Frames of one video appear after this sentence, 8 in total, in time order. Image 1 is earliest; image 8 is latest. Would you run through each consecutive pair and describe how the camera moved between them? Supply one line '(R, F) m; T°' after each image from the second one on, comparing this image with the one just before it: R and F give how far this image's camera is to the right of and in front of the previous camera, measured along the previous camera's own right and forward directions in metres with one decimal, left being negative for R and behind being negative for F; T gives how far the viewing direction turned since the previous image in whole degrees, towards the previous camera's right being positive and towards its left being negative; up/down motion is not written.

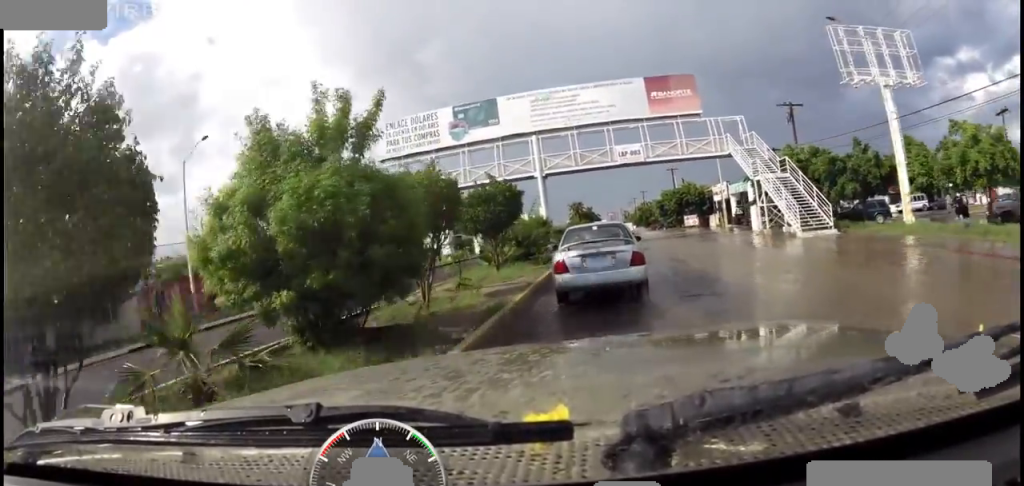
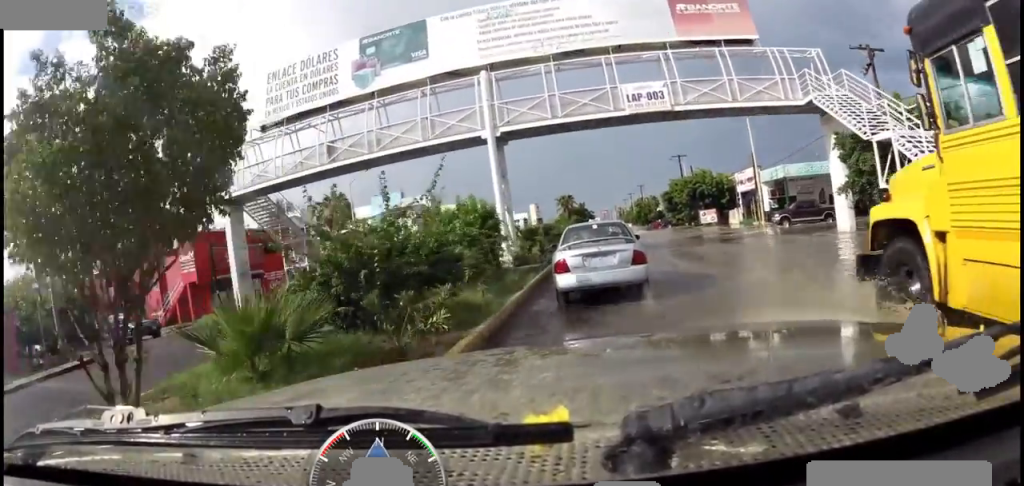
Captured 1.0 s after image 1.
(-0.2, +15.7) m; -3°
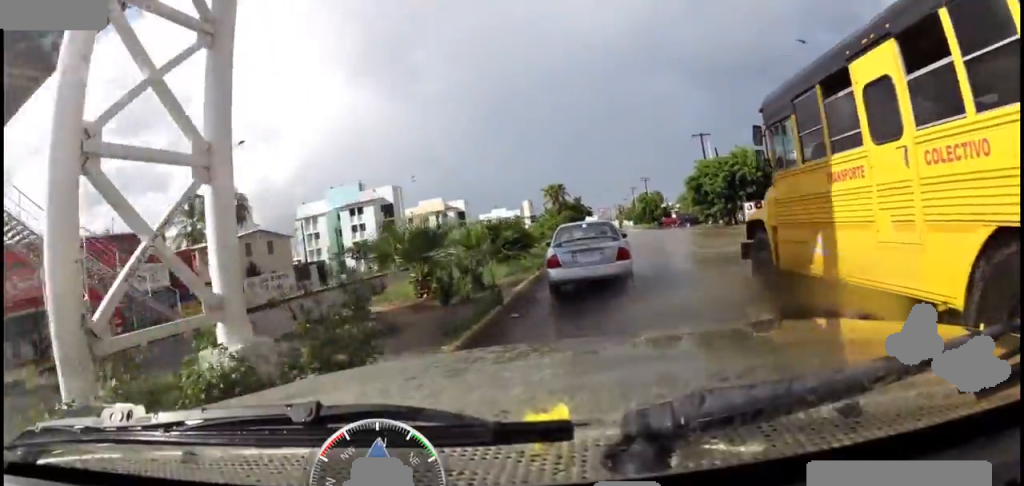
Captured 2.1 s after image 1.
(-0.8, +19.8) m; +2°
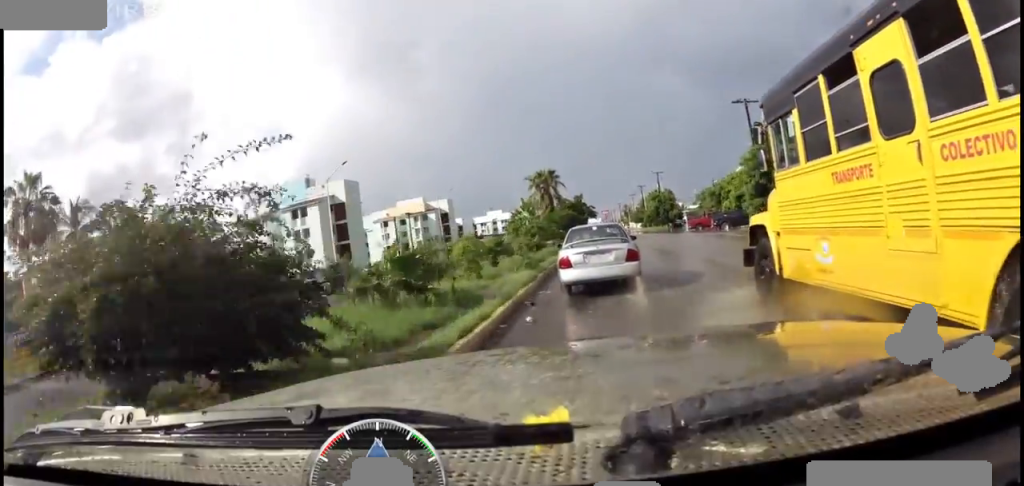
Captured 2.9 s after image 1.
(+1.2, +17.1) m; +1°
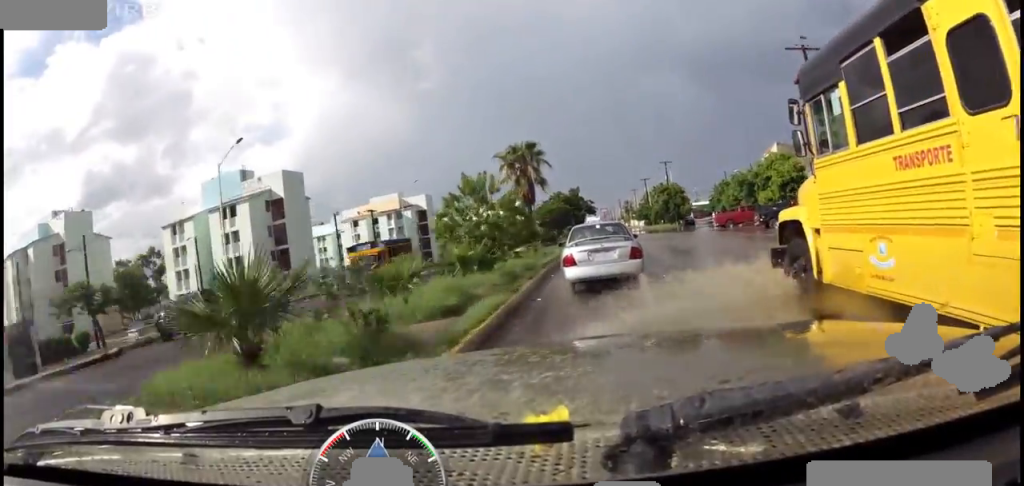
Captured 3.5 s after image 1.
(+0.6, +12.7) m; -1°
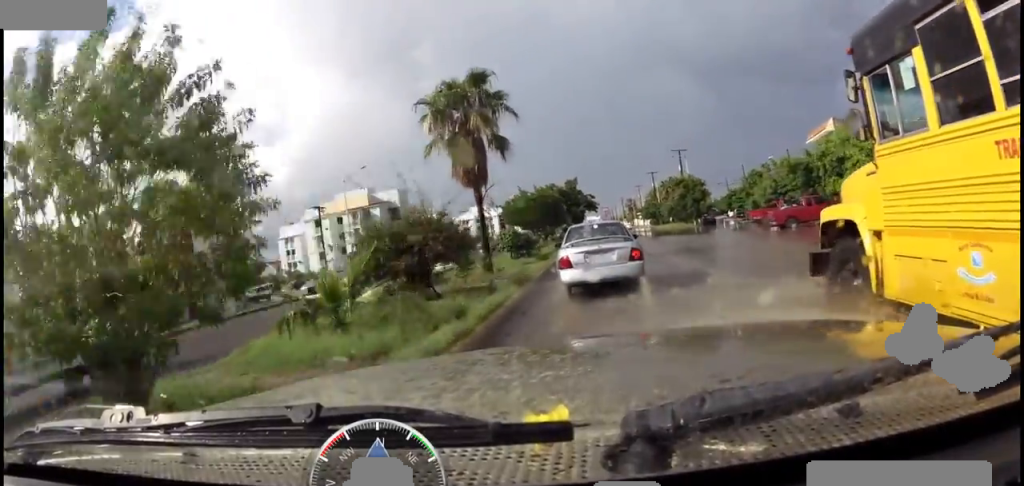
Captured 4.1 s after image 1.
(-1.4, +13.3) m; -2°
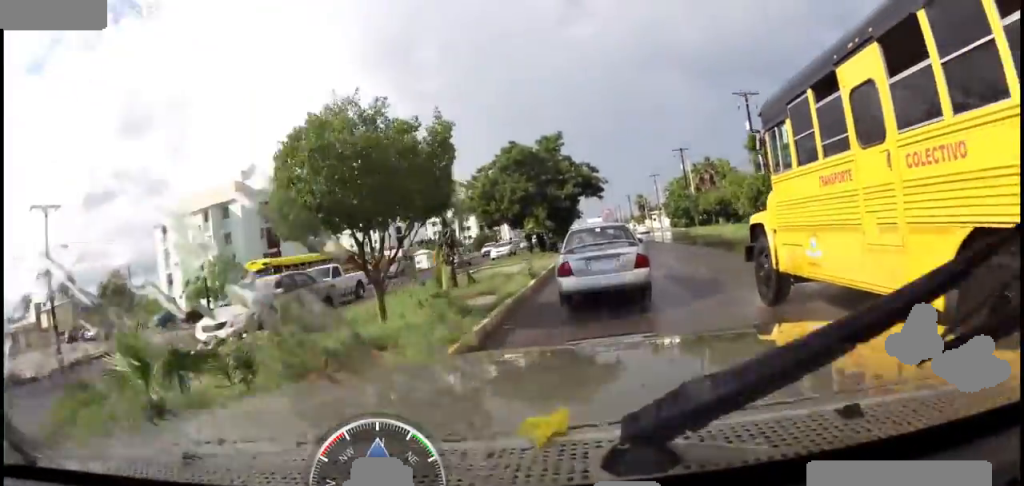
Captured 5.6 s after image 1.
(0.0, +39.2) m; -1°
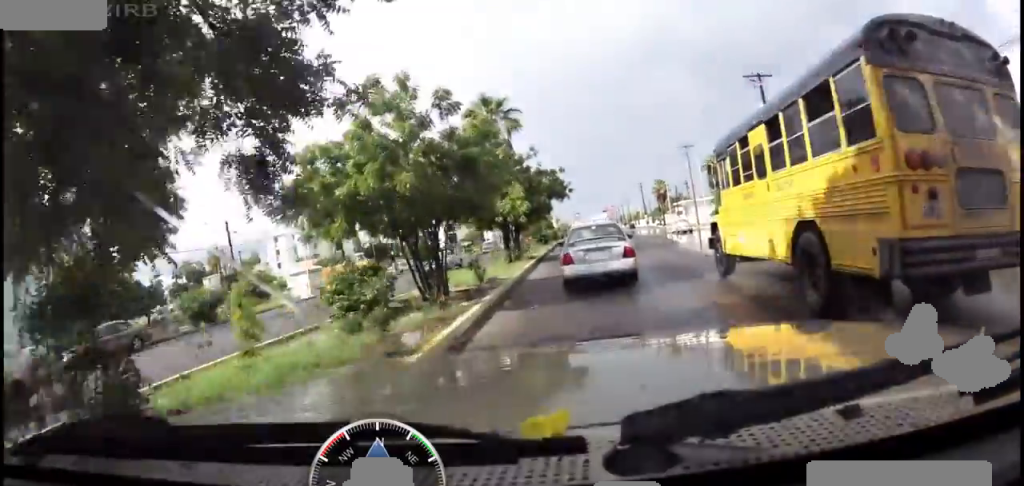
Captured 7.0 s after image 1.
(-0.1, +36.6) m; -1°
